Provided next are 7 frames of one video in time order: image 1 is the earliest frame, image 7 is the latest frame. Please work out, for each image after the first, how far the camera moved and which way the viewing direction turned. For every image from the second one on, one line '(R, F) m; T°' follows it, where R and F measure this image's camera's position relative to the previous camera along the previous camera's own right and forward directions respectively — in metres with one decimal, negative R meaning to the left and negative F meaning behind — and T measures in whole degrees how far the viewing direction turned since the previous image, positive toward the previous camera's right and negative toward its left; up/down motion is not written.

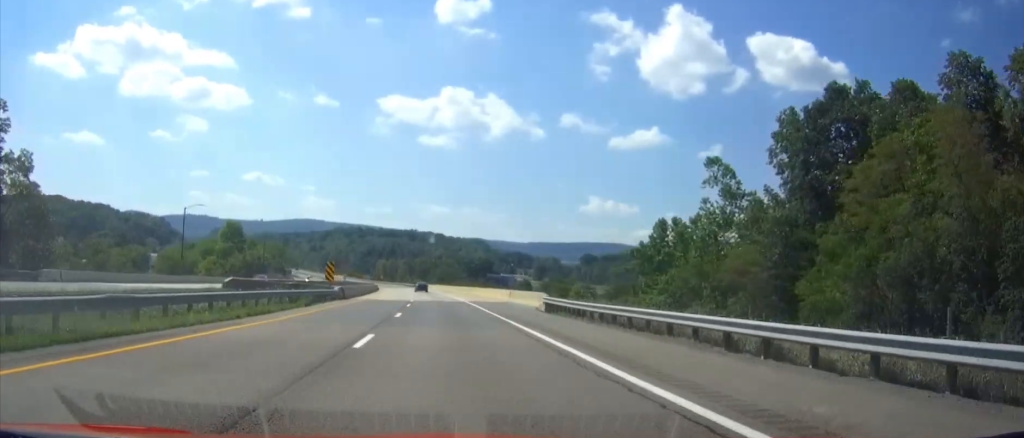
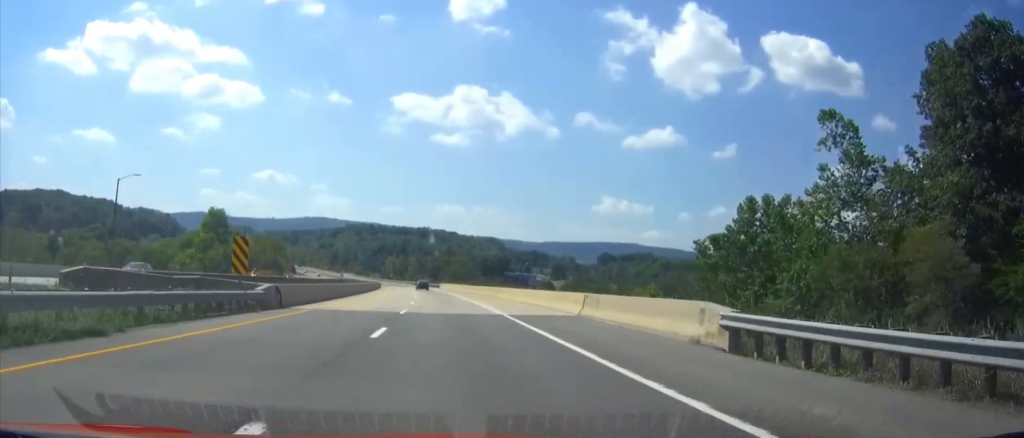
(-0.1, +22.8) m; -1°
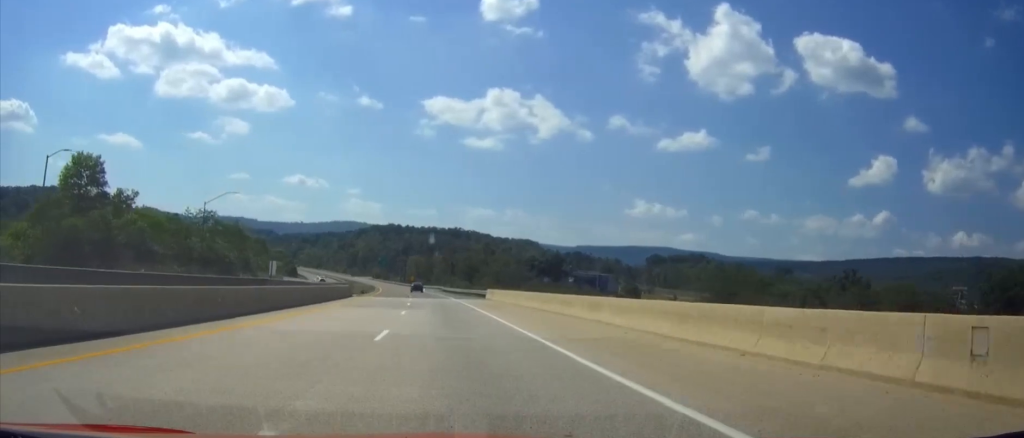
(-5.5, +72.3) m; -7°
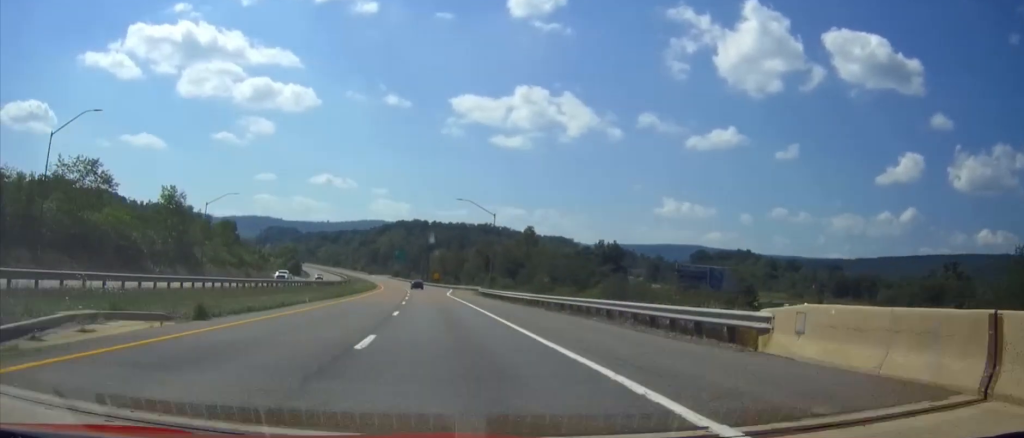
(0.0, +51.9) m; 0°
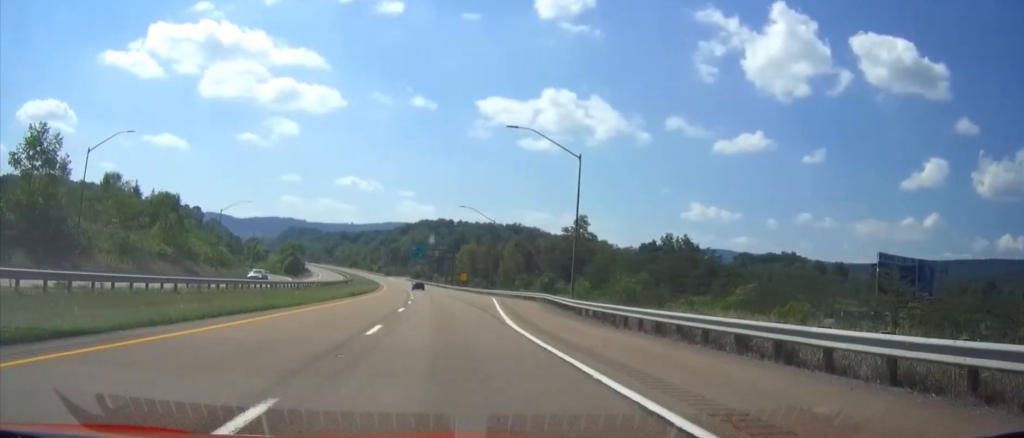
(0.0, +46.5) m; 0°
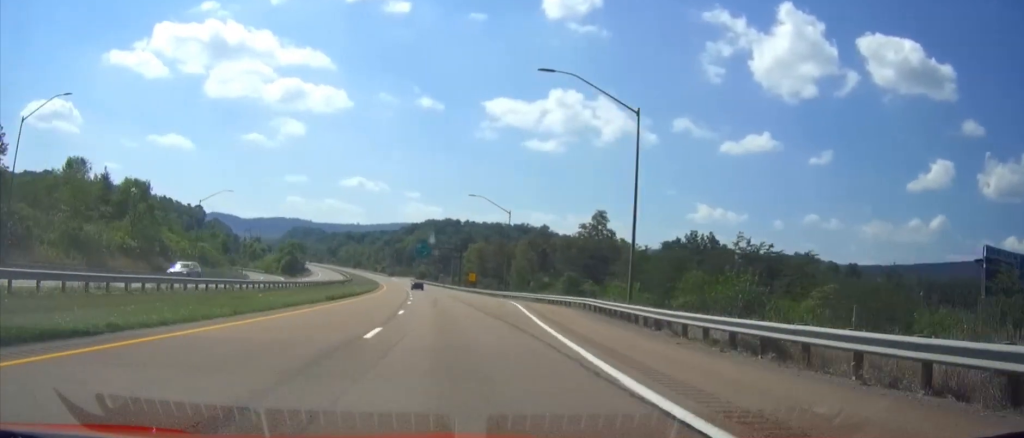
(0.0, +14.1) m; 0°
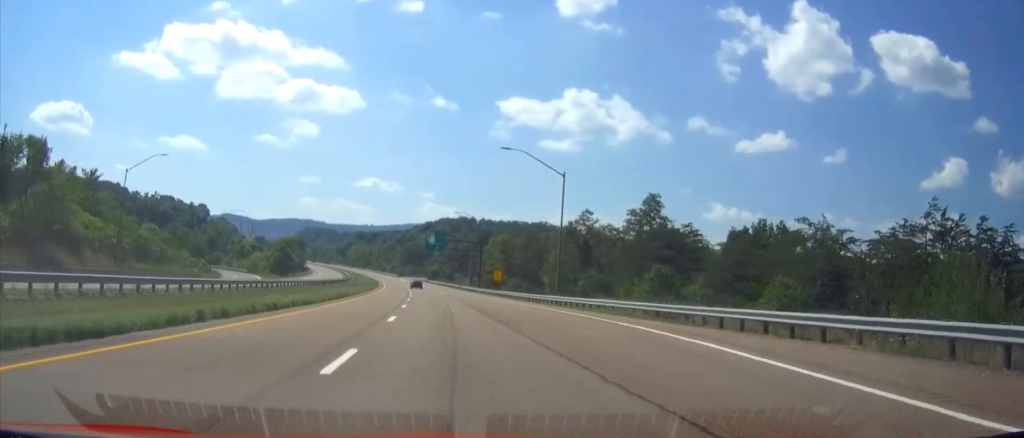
(0.0, +31.4) m; 0°
